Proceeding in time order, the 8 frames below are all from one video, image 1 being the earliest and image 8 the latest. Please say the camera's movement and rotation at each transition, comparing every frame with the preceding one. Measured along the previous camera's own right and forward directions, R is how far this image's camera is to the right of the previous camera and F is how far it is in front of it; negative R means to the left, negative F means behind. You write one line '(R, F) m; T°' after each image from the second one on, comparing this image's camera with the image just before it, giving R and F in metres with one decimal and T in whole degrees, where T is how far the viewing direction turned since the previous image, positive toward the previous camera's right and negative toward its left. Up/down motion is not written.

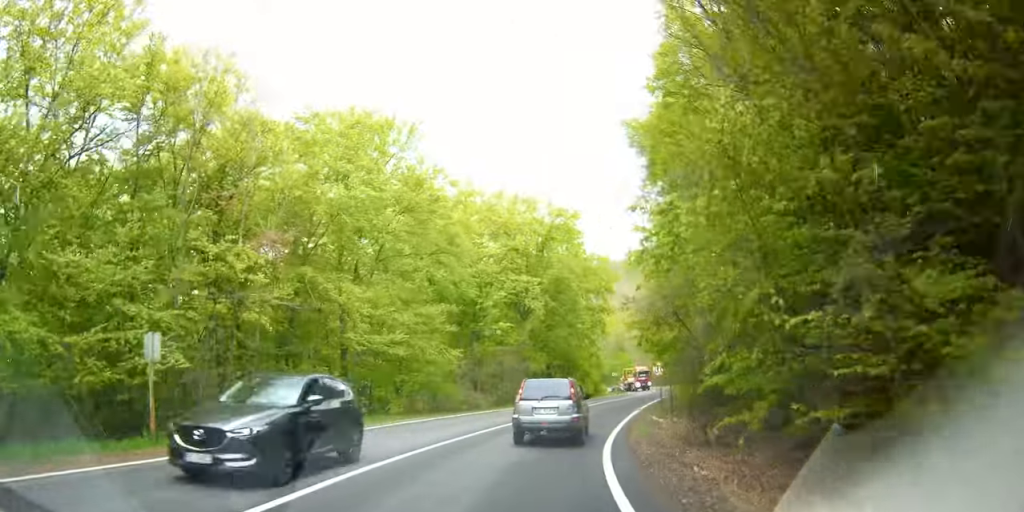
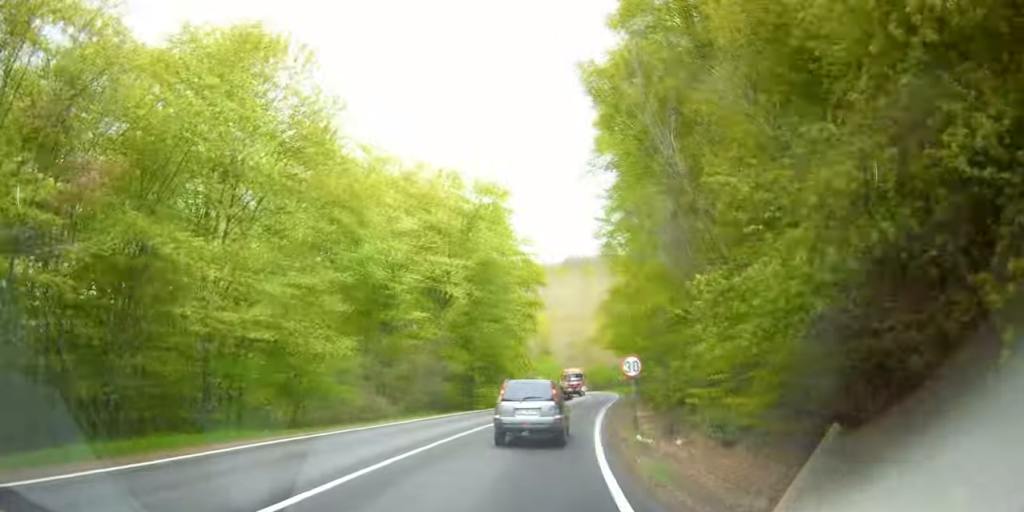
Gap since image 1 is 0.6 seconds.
(-0.4, +10.5) m; +9°
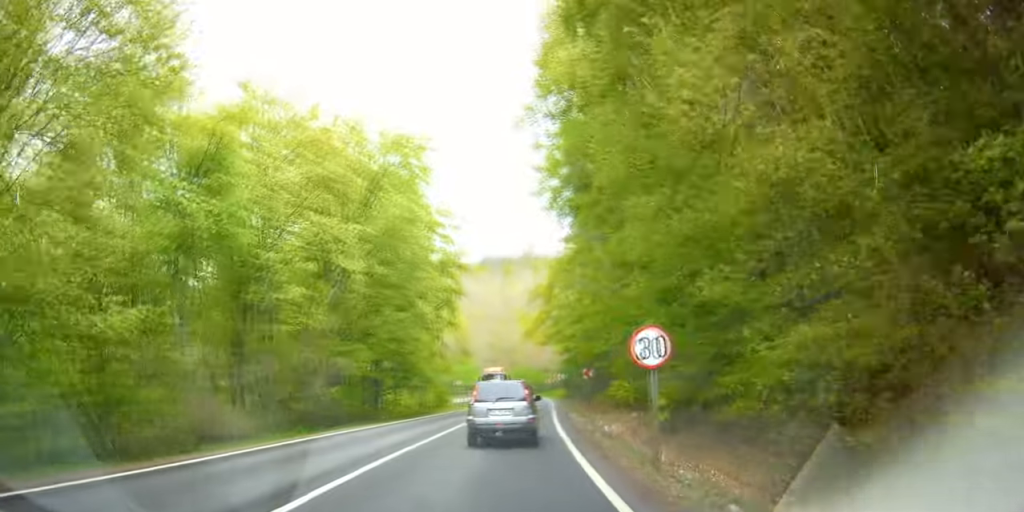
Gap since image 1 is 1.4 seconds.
(+2.6, +12.2) m; +12°
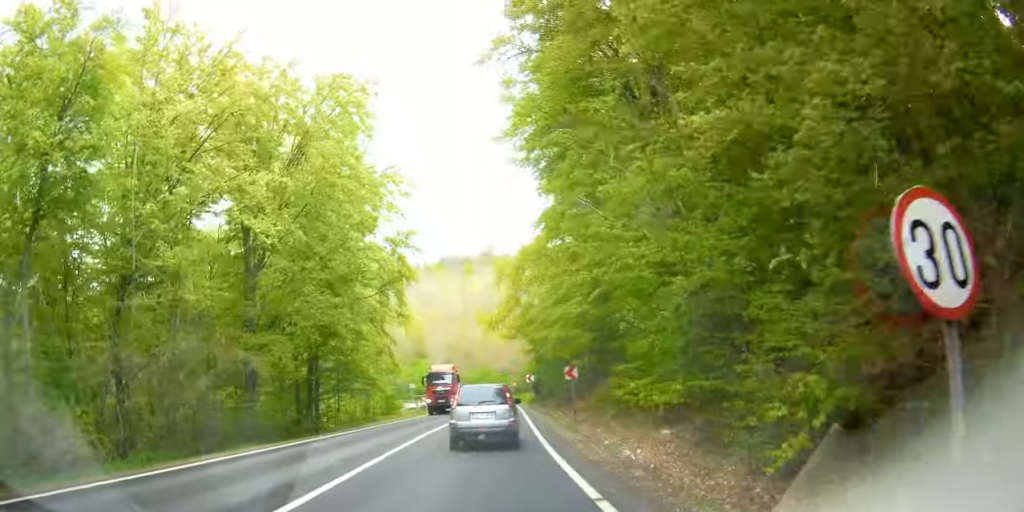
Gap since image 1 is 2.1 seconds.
(+0.6, +9.9) m; +7°
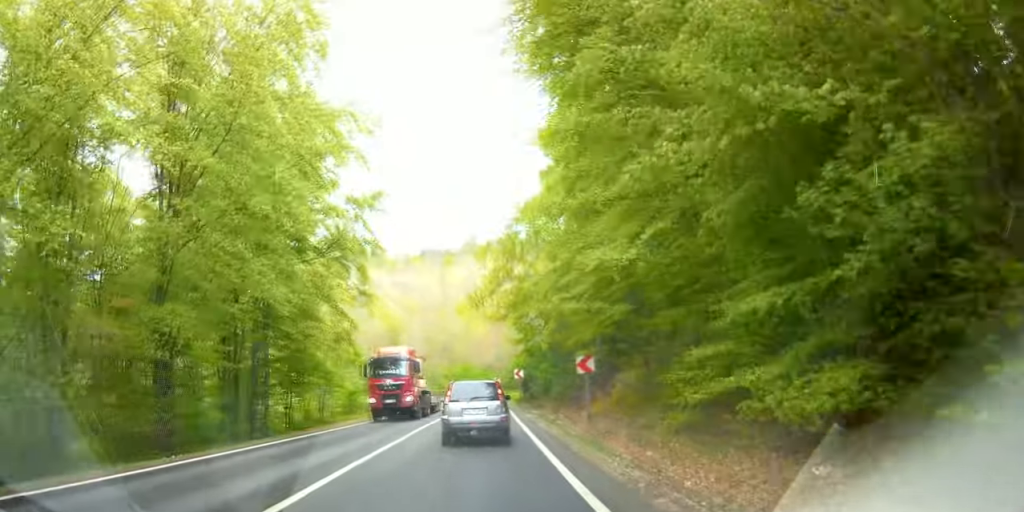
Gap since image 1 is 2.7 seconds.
(+0.1, +9.8) m; +6°
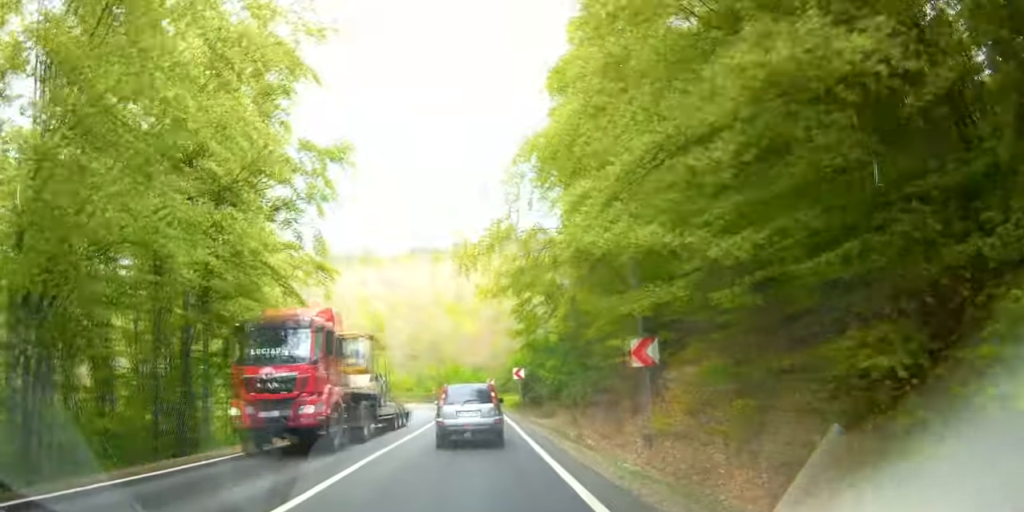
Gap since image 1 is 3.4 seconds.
(+1.1, +9.7) m; +6°
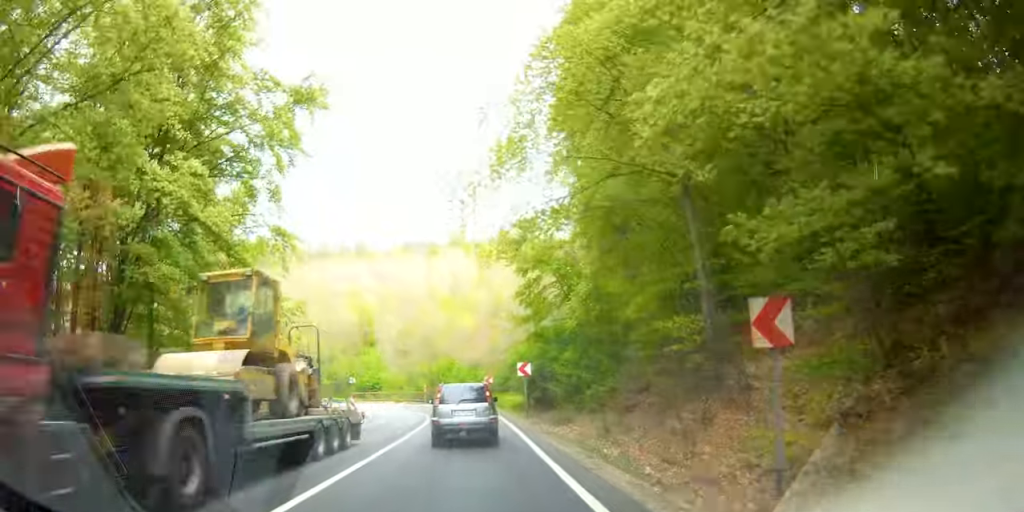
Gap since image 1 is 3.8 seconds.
(+0.3, +7.4) m; +2°
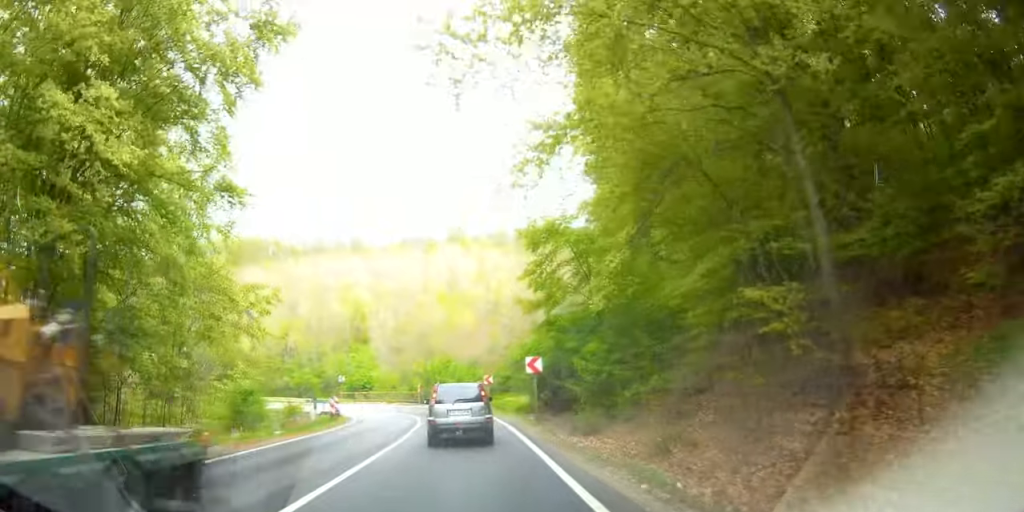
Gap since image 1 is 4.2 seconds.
(+0.1, +6.3) m; 0°
